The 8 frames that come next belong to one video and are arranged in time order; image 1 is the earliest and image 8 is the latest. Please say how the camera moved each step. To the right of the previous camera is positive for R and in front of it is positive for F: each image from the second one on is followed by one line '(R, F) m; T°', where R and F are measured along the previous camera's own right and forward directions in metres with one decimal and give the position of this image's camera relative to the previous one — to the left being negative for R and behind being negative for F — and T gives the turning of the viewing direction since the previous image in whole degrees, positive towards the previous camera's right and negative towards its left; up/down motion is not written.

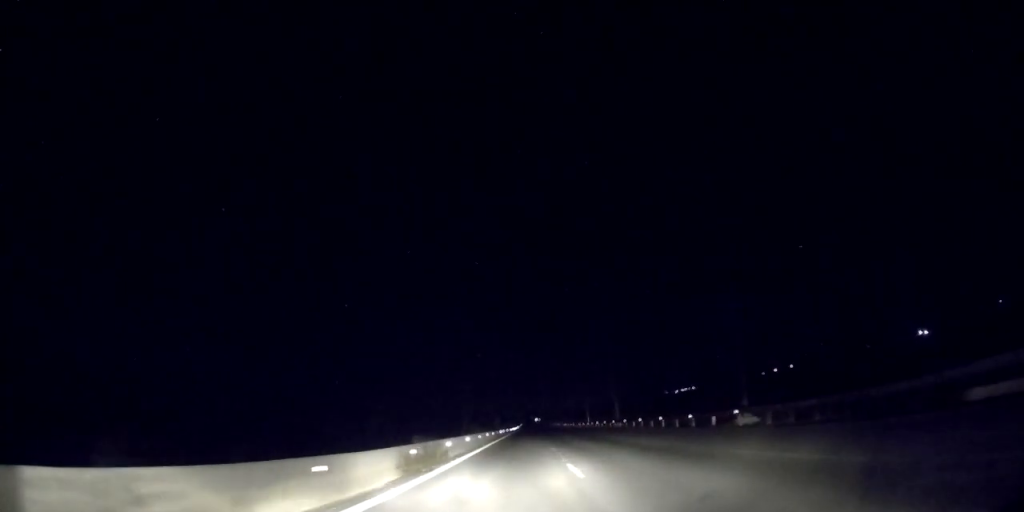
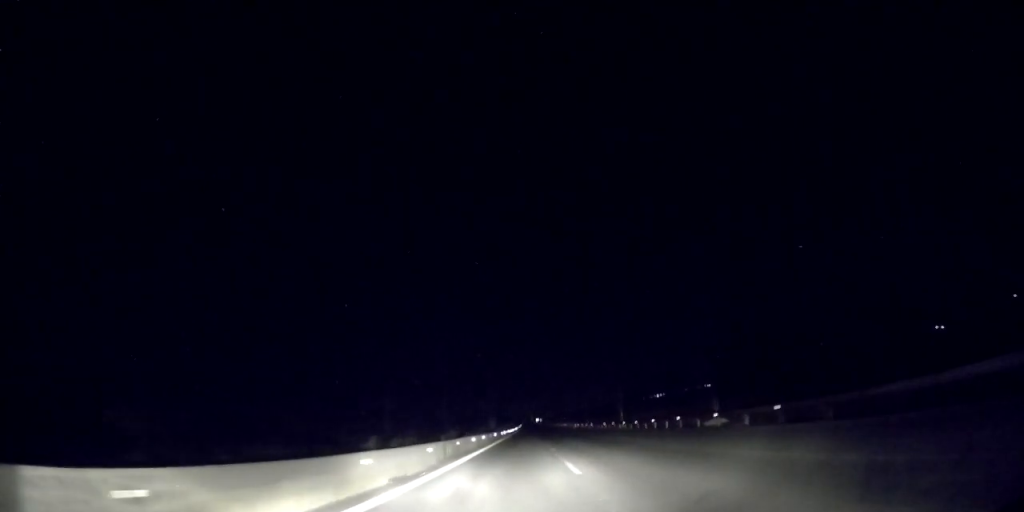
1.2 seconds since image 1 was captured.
(+0.1, +38.0) m; 0°
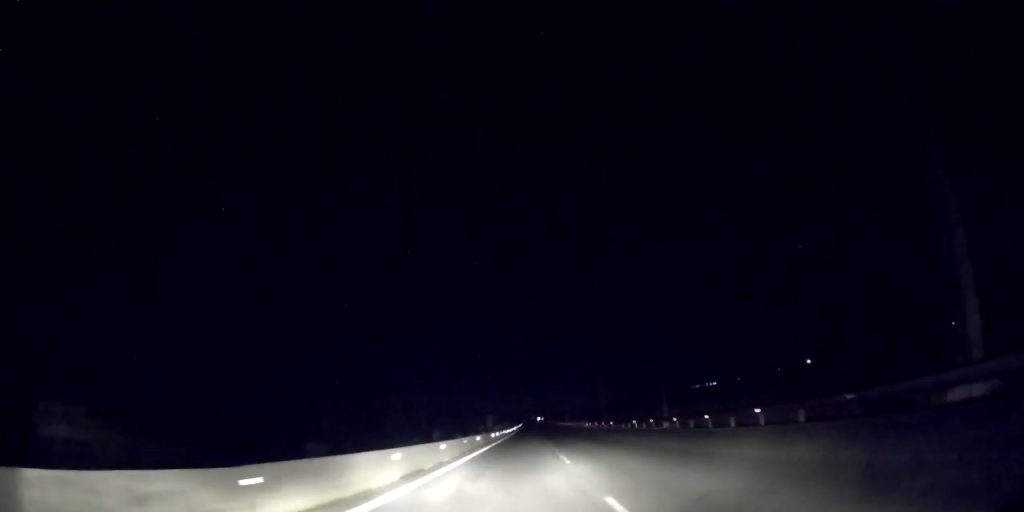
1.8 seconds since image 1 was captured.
(+0.2, +21.7) m; 0°
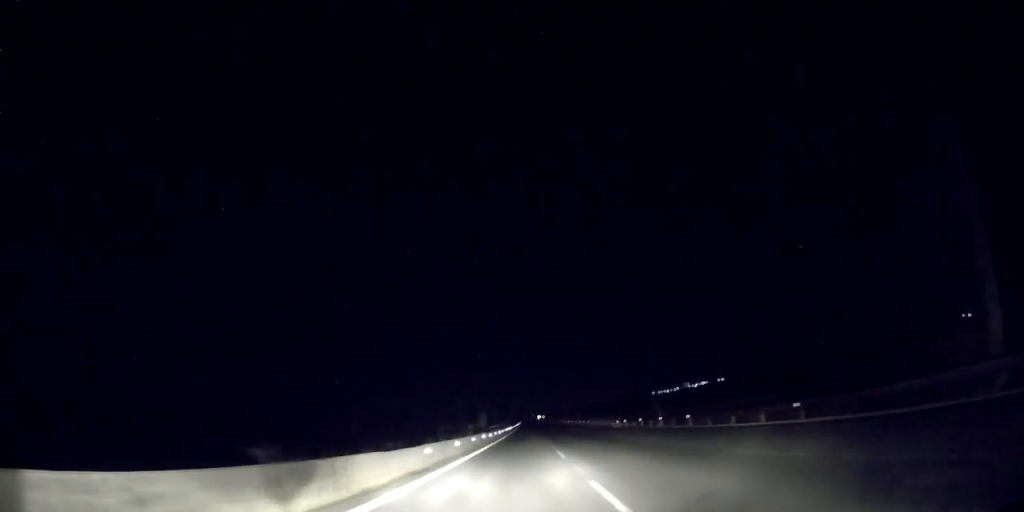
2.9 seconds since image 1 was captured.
(-0.3, +35.6) m; -1°
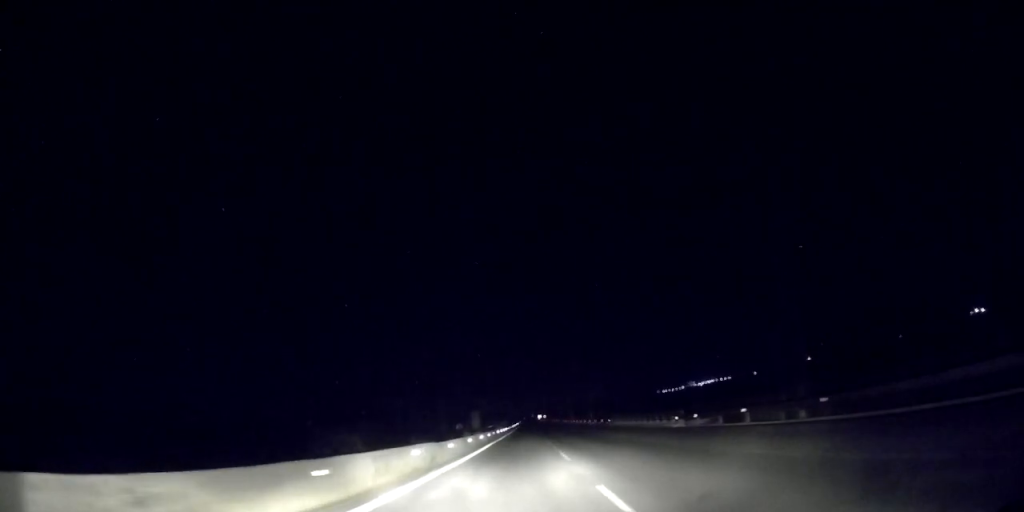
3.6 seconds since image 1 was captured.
(-0.3, +26.4) m; 0°
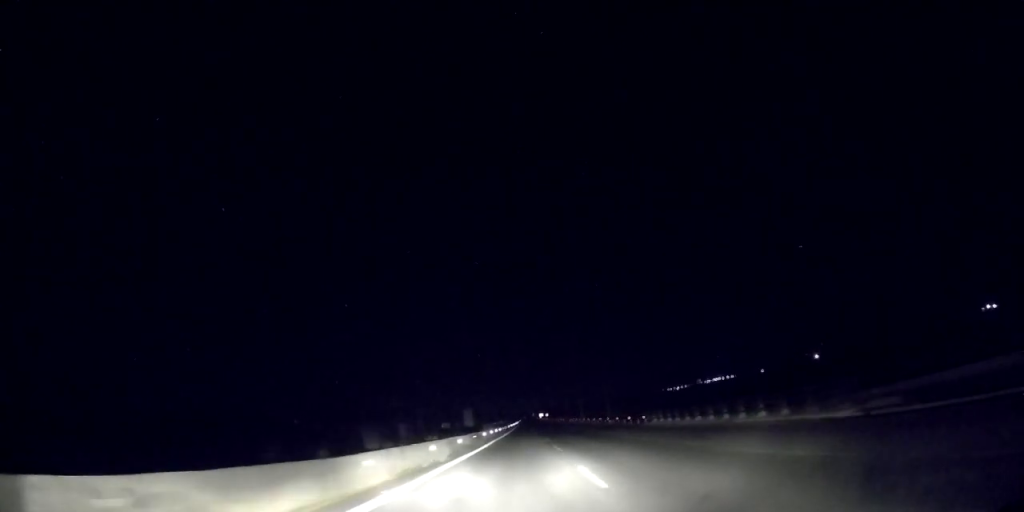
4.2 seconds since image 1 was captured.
(+0.1, +21.4) m; +1°
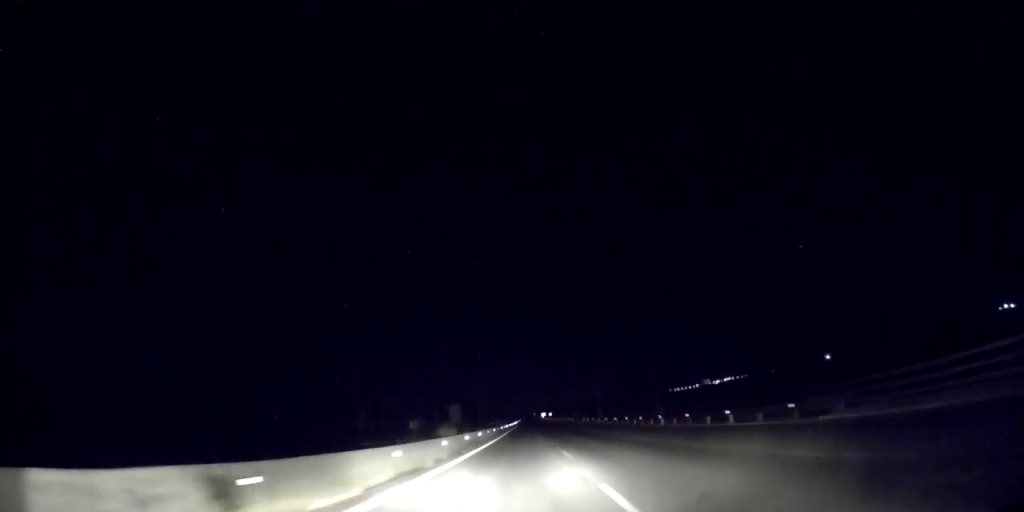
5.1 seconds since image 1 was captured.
(+0.3, +29.6) m; +1°
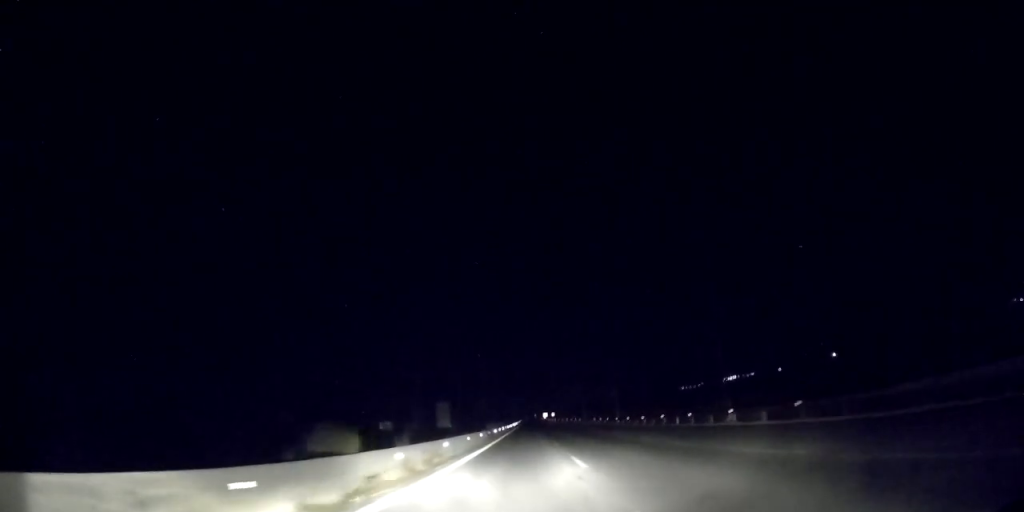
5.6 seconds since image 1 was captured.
(0.0, +16.3) m; 0°
